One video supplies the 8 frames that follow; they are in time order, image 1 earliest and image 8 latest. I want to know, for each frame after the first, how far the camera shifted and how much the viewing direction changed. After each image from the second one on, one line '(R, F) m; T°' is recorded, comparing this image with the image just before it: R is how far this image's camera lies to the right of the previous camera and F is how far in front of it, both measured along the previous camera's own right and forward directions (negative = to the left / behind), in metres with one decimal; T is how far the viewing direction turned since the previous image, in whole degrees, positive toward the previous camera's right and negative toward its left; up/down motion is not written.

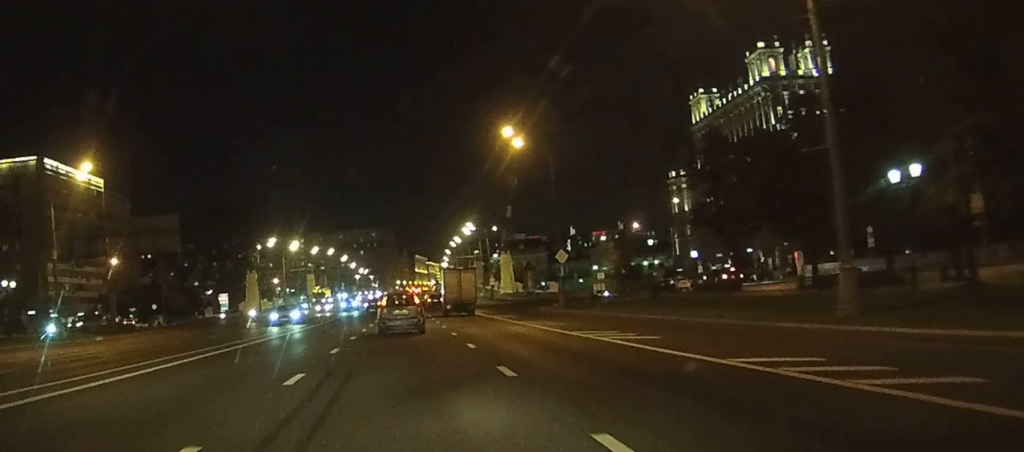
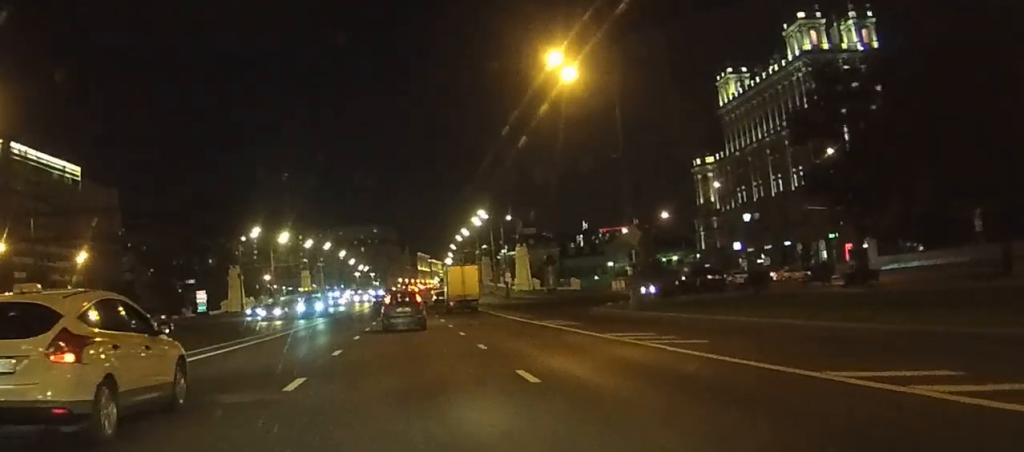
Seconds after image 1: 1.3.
(-0.8, +17.0) m; -1°
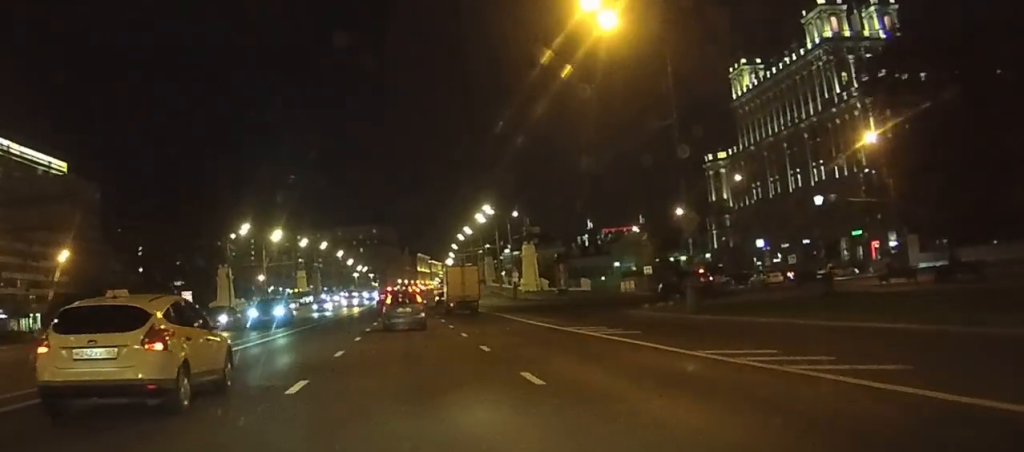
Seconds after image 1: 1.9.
(+0.3, +7.9) m; +1°
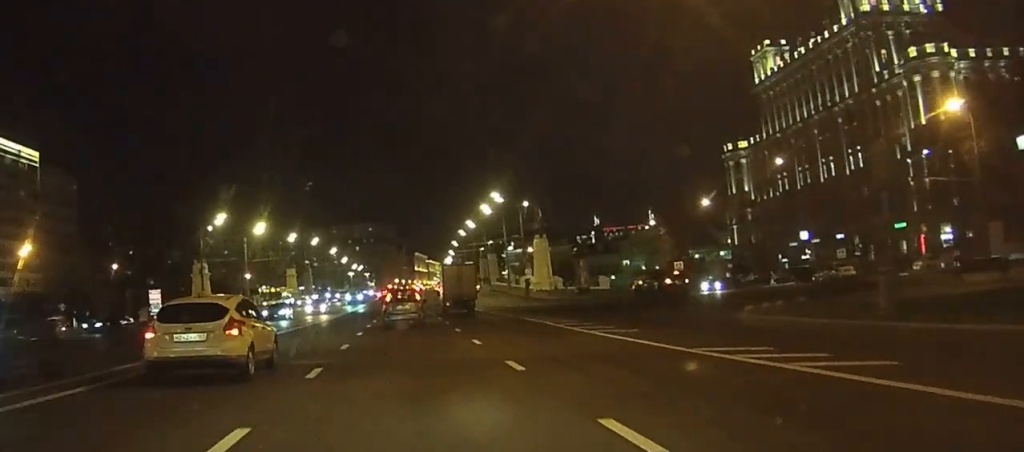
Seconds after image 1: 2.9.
(+0.3, +13.3) m; +1°
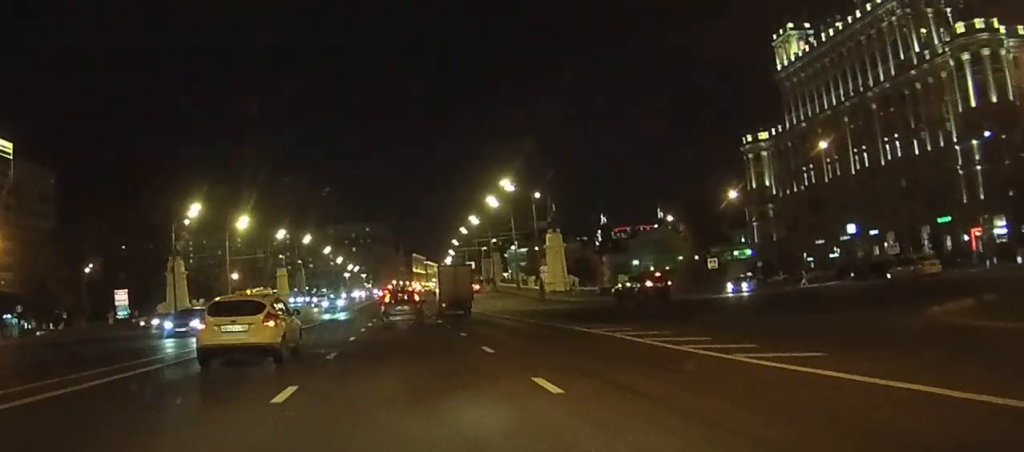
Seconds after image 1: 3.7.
(0.0, +11.2) m; +1°
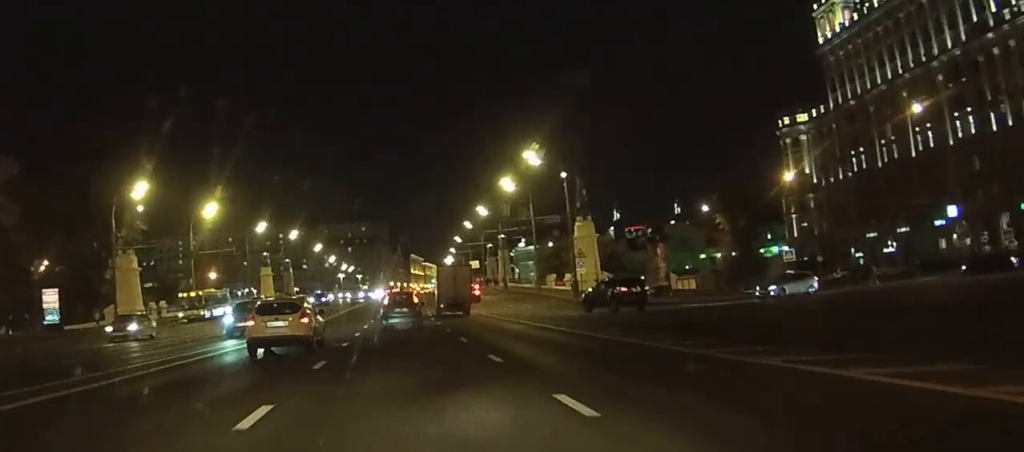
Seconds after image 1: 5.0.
(+0.4, +17.6) m; +2°
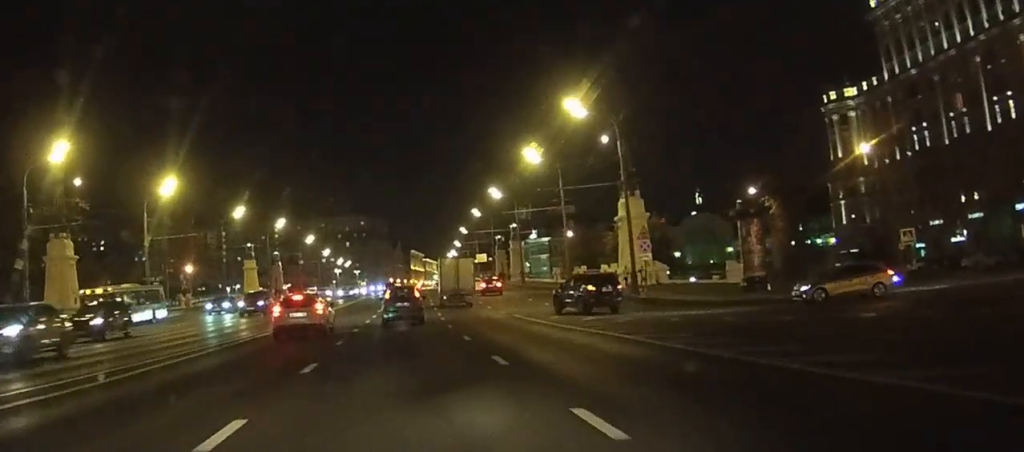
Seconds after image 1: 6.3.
(+0.1, +17.2) m; +1°
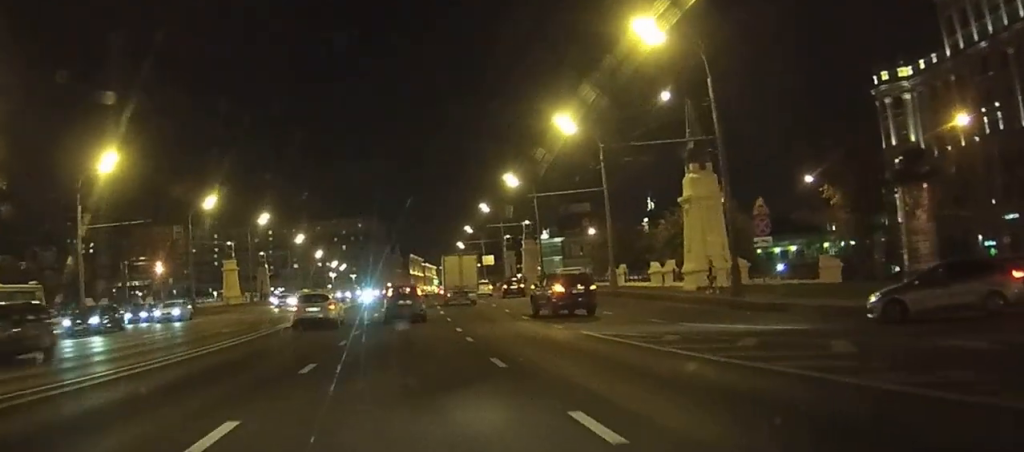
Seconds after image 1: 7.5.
(+0.3, +16.4) m; +1°
